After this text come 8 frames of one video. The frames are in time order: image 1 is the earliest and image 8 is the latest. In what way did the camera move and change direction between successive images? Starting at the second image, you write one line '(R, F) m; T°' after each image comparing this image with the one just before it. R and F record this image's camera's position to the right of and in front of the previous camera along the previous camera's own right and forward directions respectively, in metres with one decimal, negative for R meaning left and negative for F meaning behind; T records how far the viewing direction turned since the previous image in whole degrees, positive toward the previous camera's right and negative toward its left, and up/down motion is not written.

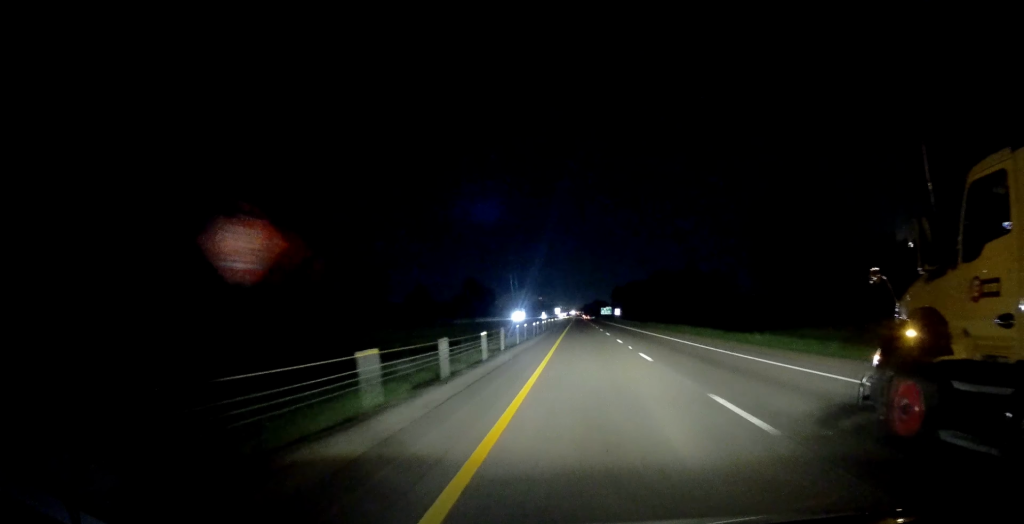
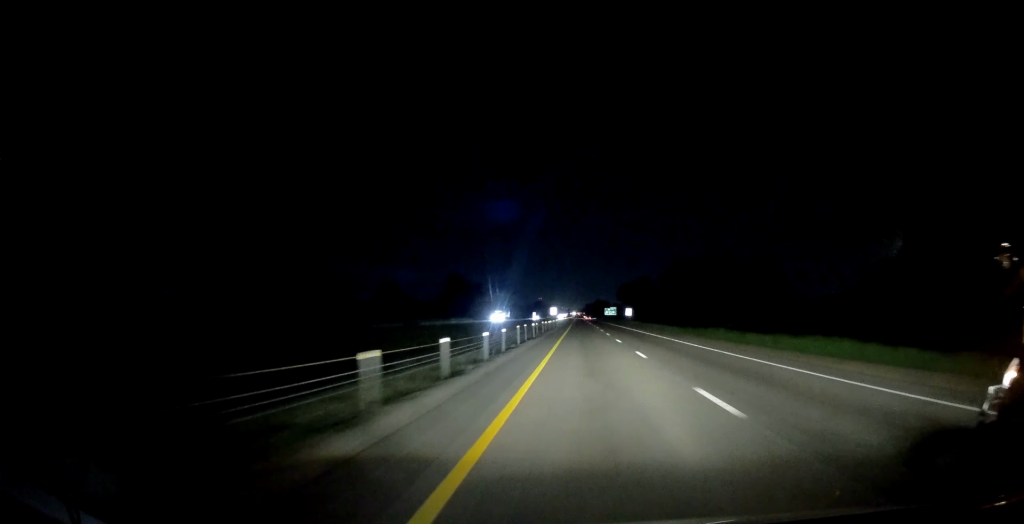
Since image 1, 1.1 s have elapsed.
(-0.4, +36.8) m; 0°
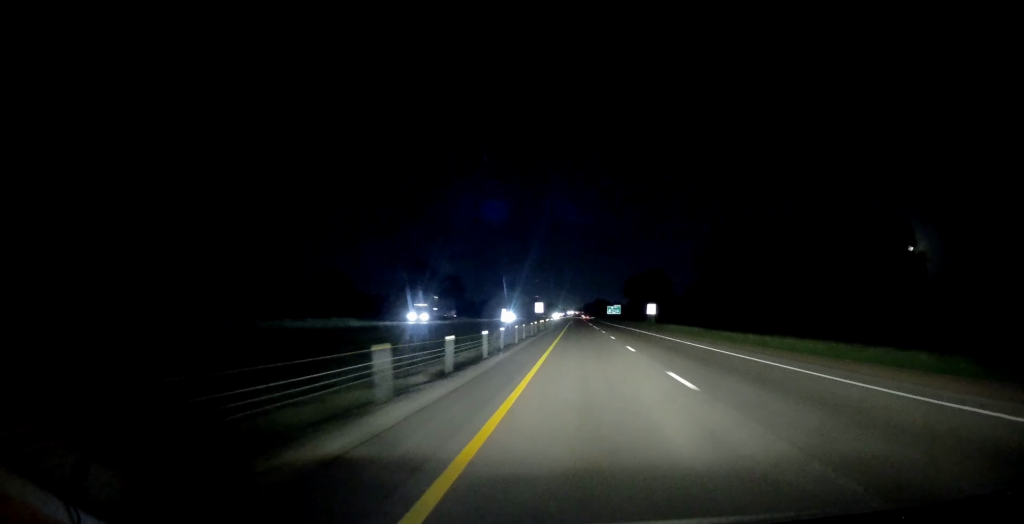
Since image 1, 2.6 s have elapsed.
(+0.7, +48.9) m; +1°
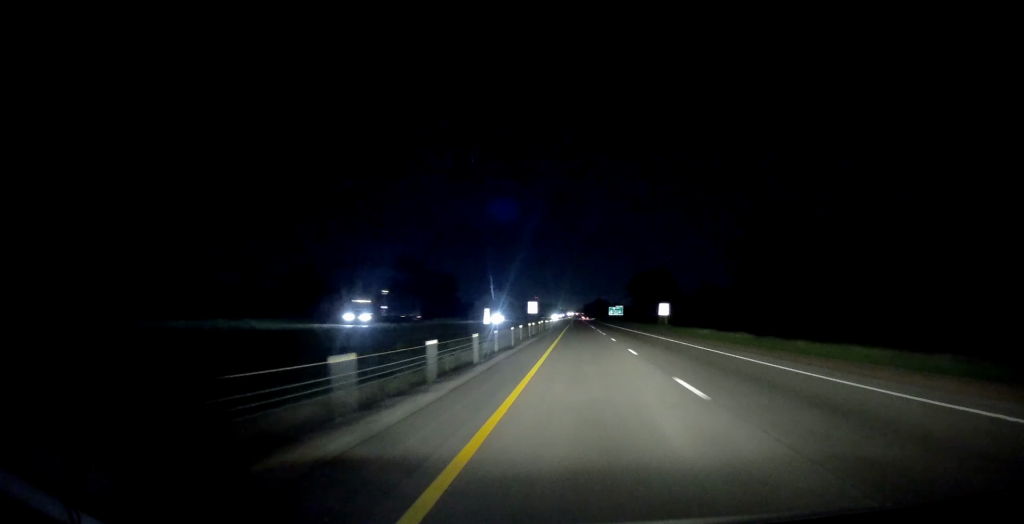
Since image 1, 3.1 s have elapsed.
(-0.1, +14.1) m; 0°
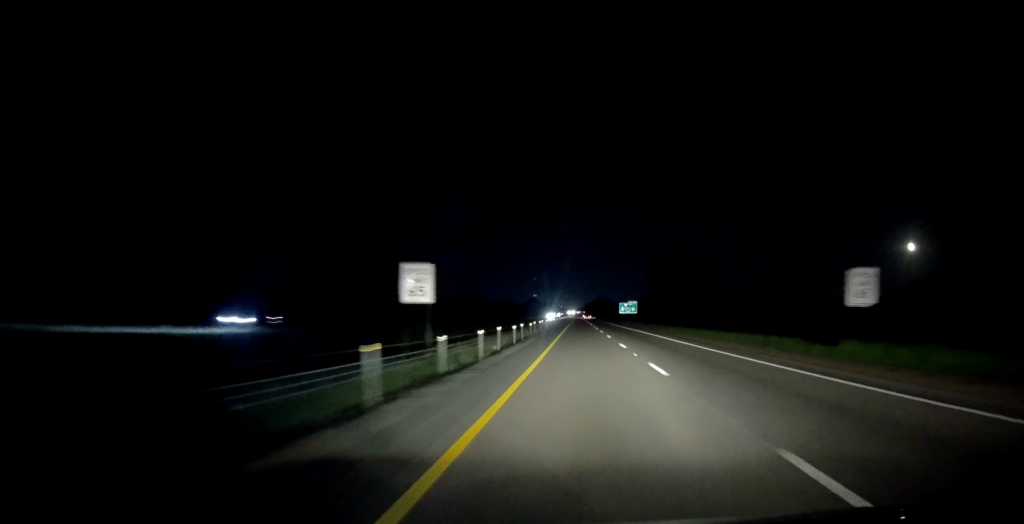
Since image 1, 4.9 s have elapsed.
(0.0, +59.4) m; -1°
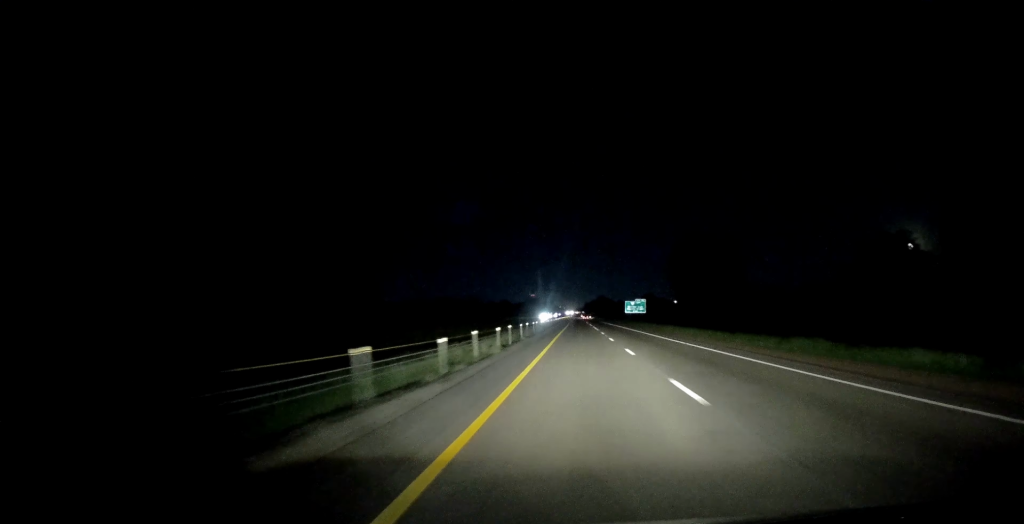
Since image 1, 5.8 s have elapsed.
(0.0, +30.3) m; 0°
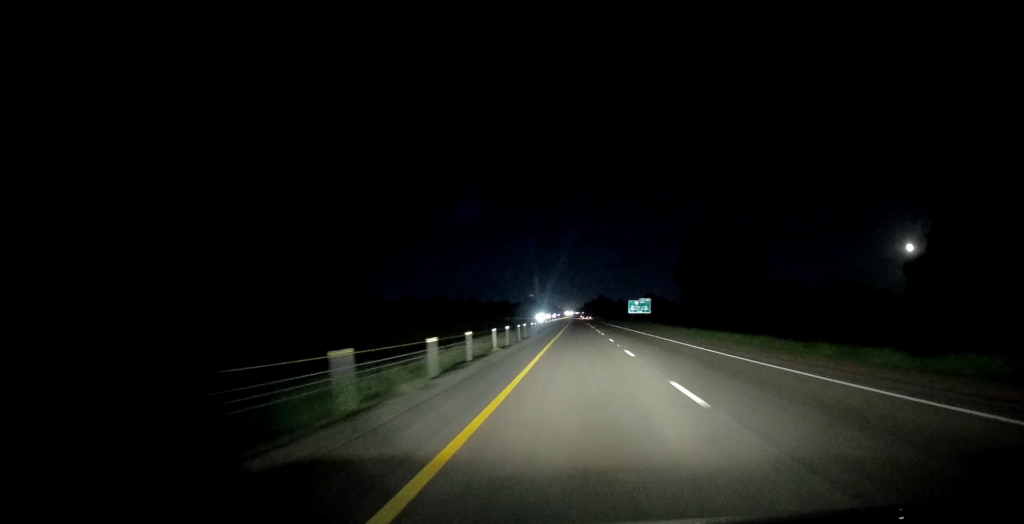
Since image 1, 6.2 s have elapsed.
(0.0, +13.0) m; 0°
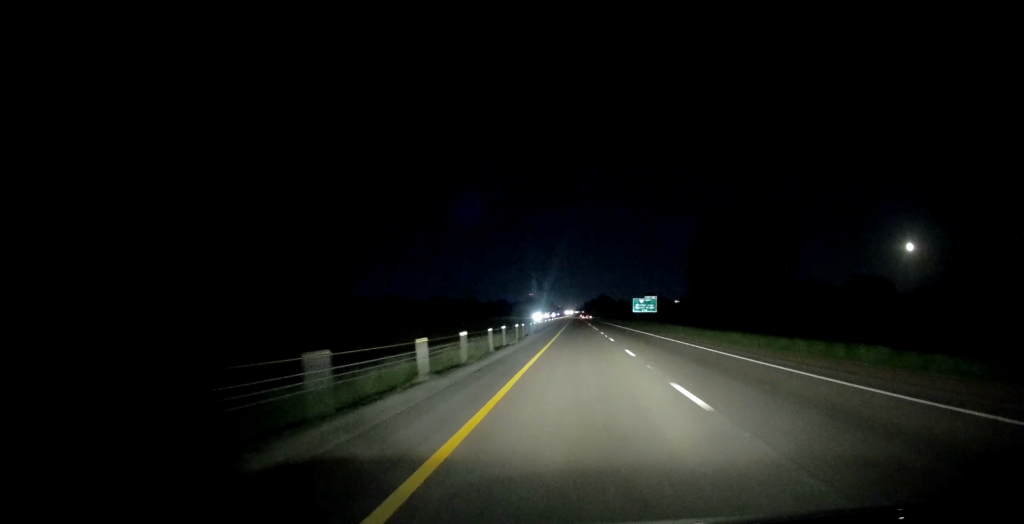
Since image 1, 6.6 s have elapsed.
(-0.1, +12.9) m; 0°
